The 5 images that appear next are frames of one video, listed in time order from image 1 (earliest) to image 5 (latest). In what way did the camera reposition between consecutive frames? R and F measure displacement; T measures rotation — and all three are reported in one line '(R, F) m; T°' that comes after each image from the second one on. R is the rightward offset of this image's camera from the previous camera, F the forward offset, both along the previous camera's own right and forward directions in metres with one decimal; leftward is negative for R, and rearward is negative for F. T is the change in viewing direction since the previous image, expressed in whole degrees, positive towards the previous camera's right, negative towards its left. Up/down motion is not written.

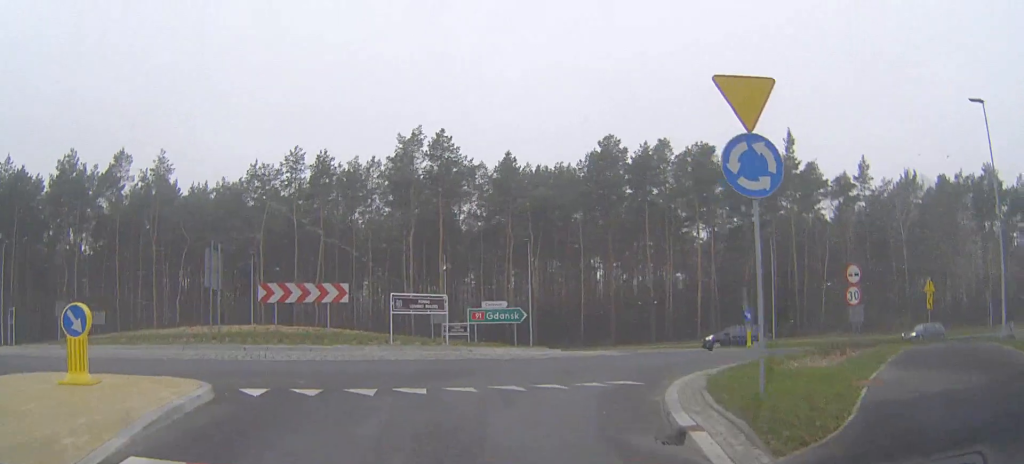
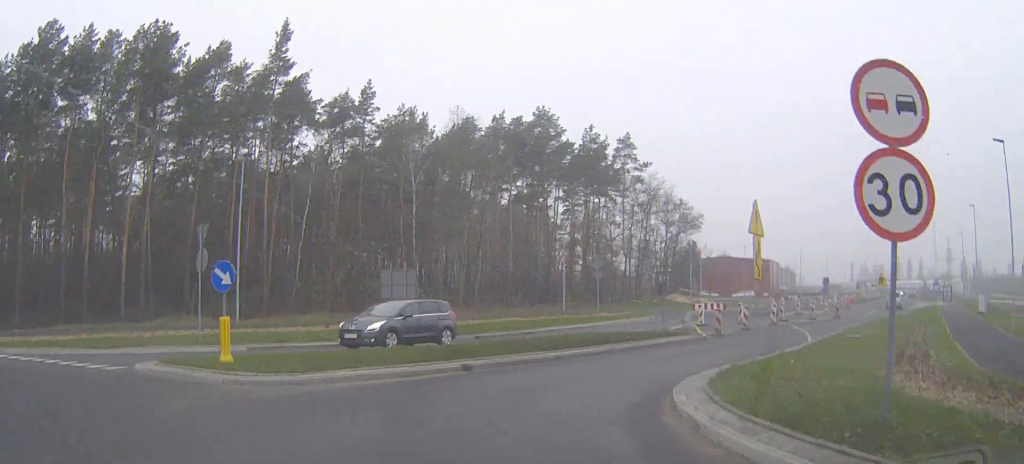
(+8.0, +22.9) m; +41°
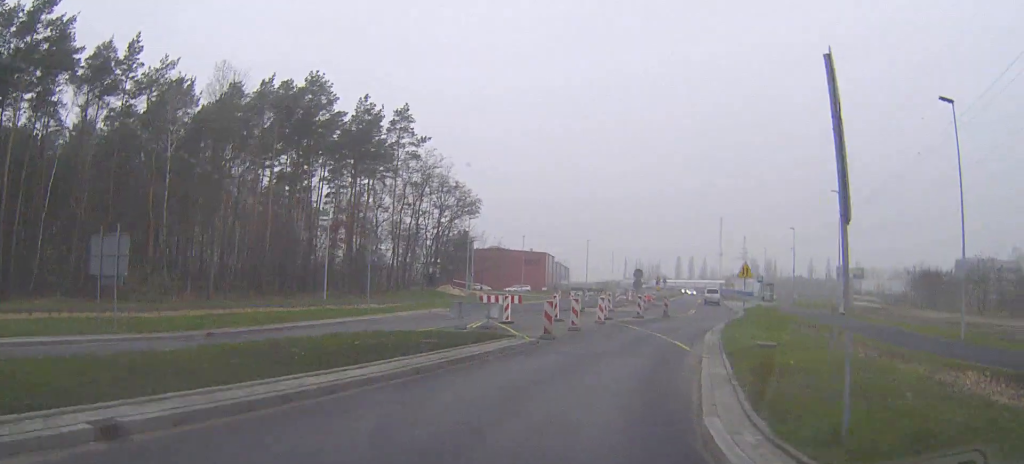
(+1.2, +9.2) m; +18°
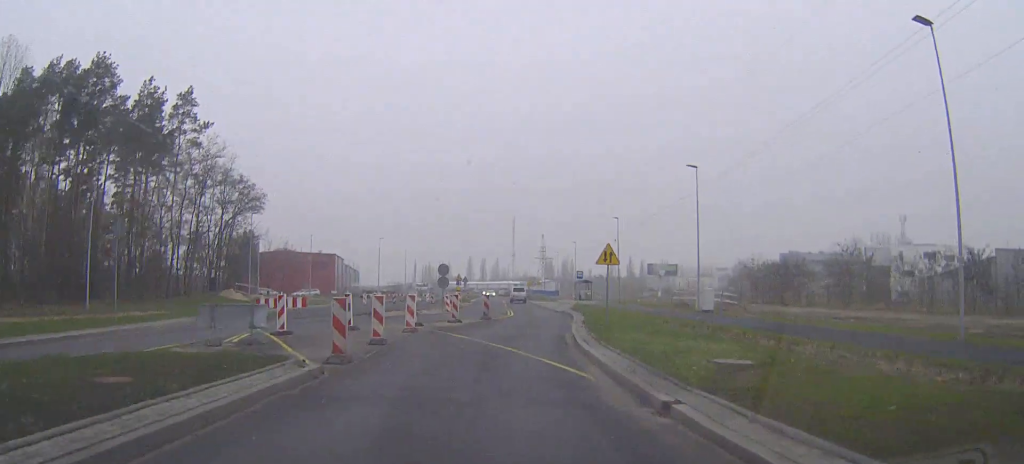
(+1.2, +8.9) m; +14°
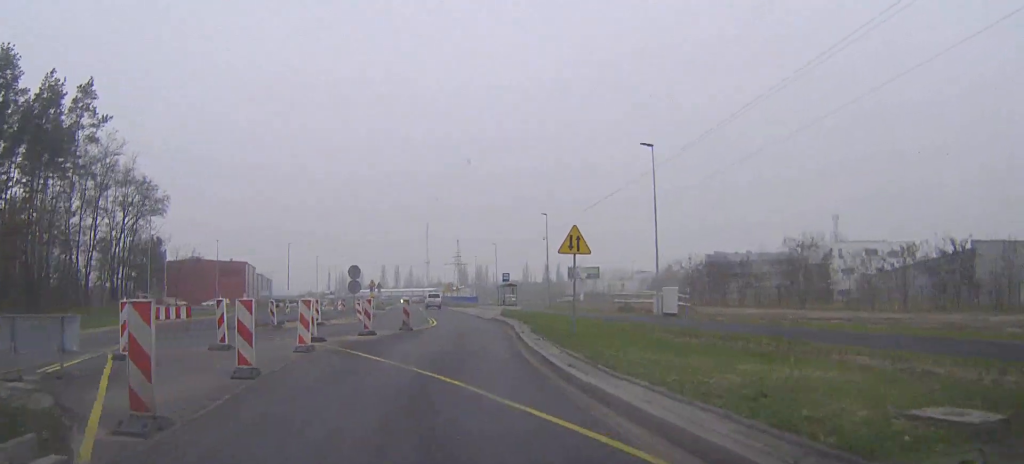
(+0.7, +6.9) m; +7°
